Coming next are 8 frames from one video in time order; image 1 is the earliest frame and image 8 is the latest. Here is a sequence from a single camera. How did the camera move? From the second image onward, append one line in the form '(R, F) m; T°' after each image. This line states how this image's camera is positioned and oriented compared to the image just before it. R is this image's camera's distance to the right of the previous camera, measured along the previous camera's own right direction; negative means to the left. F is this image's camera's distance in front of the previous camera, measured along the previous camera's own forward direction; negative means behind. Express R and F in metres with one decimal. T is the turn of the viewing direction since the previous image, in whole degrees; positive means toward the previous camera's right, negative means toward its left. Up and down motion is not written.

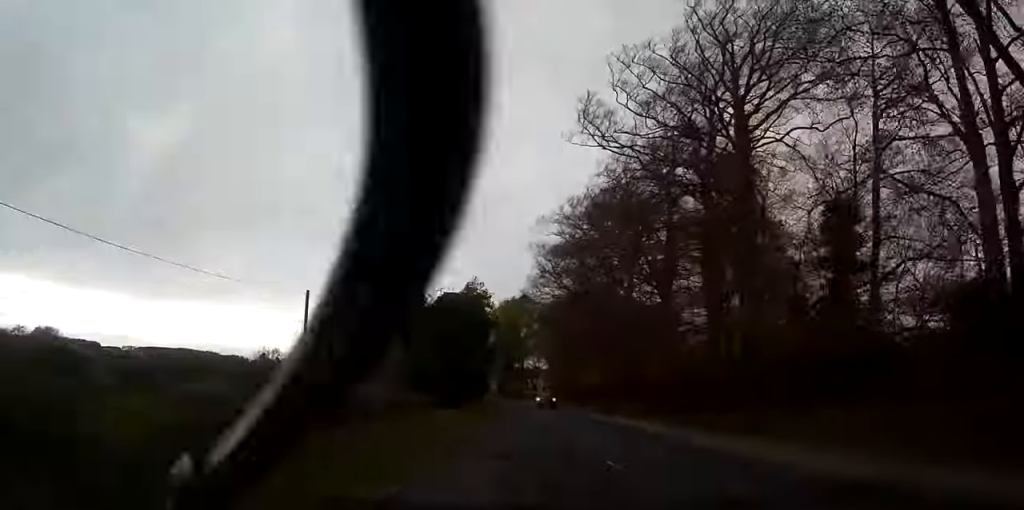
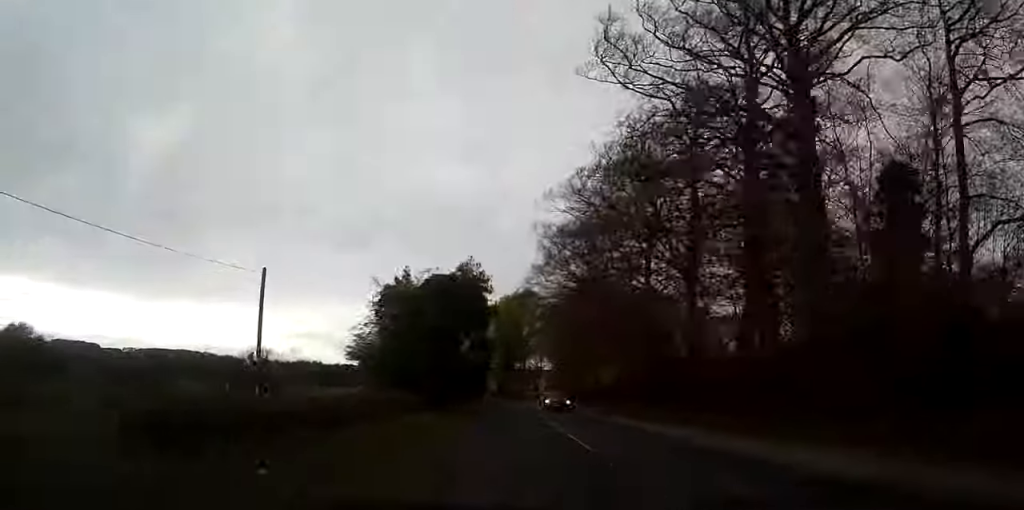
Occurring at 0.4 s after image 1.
(0.0, +6.9) m; 0°
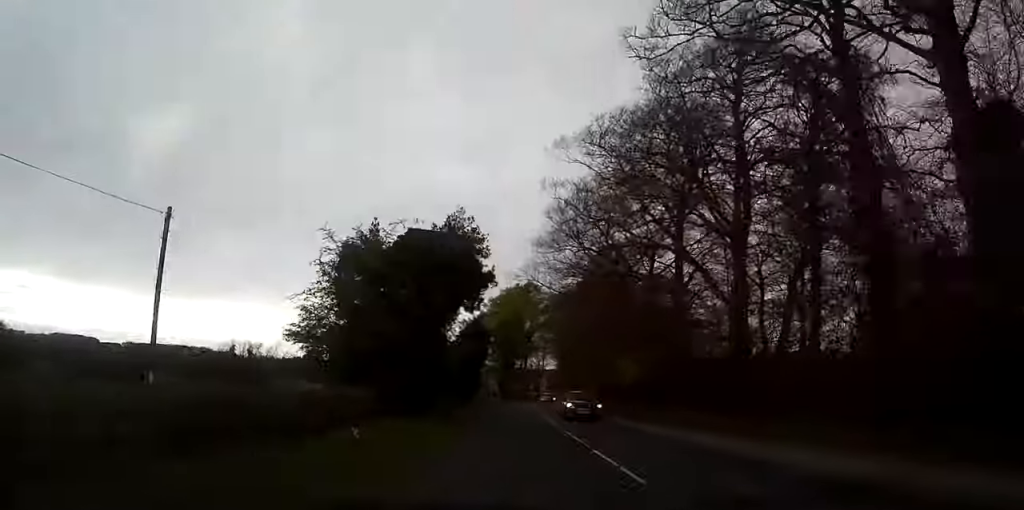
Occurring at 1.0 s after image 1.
(0.0, +9.3) m; 0°
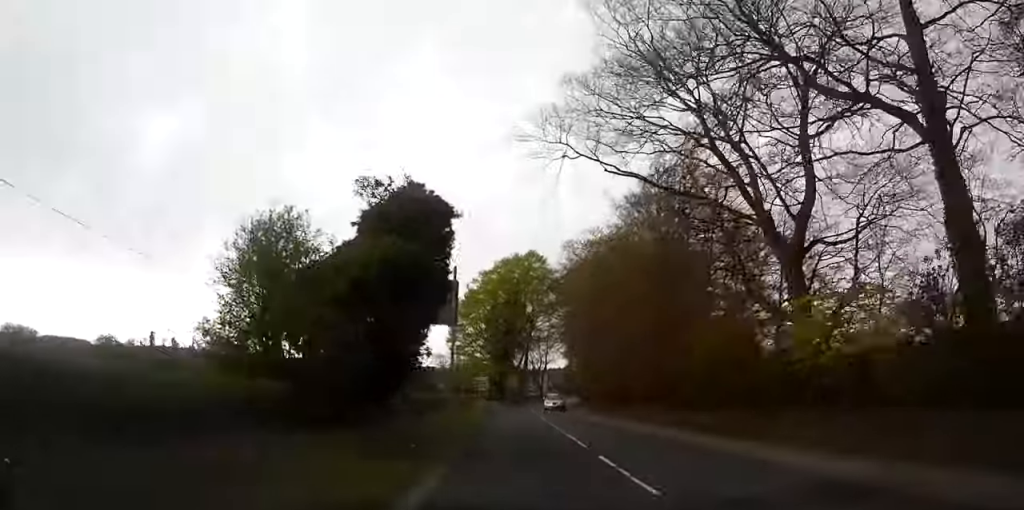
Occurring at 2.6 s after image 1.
(+0.1, +27.8) m; 0°
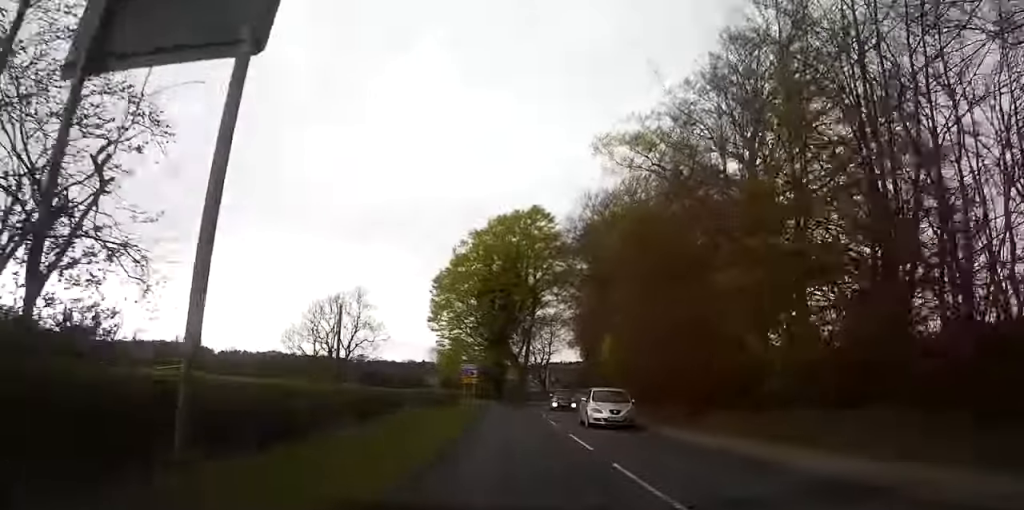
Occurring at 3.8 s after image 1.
(-0.1, +19.4) m; 0°
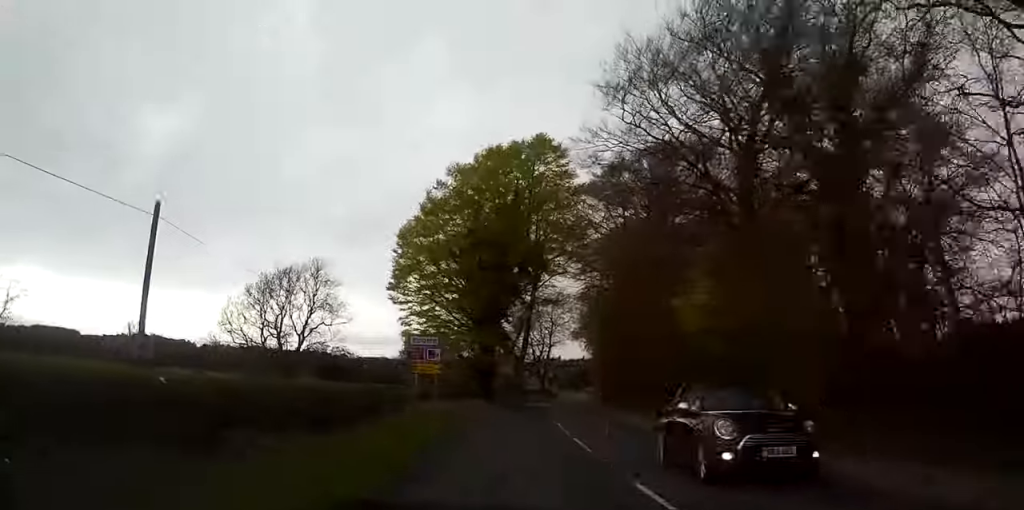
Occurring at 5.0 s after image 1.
(0.0, +20.8) m; 0°
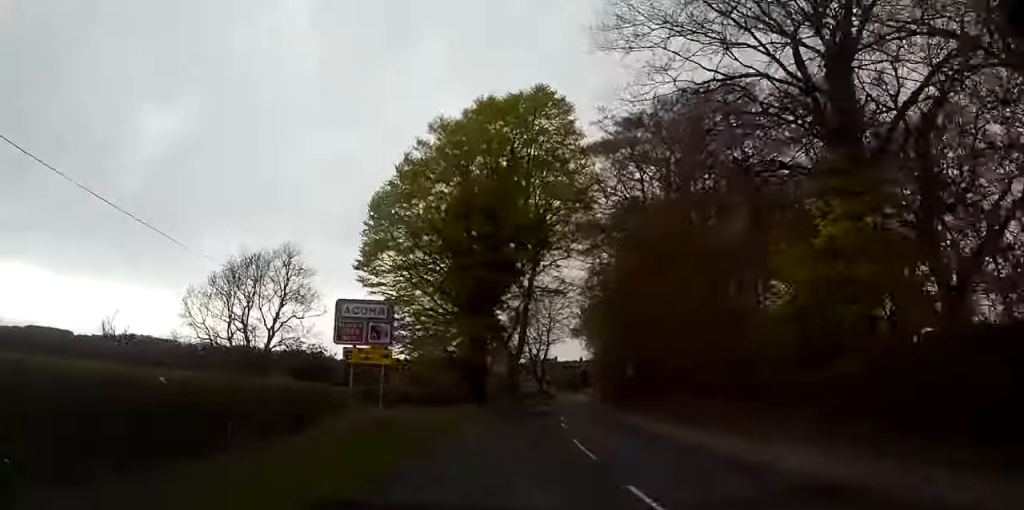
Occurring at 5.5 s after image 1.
(0.0, +9.2) m; 0°
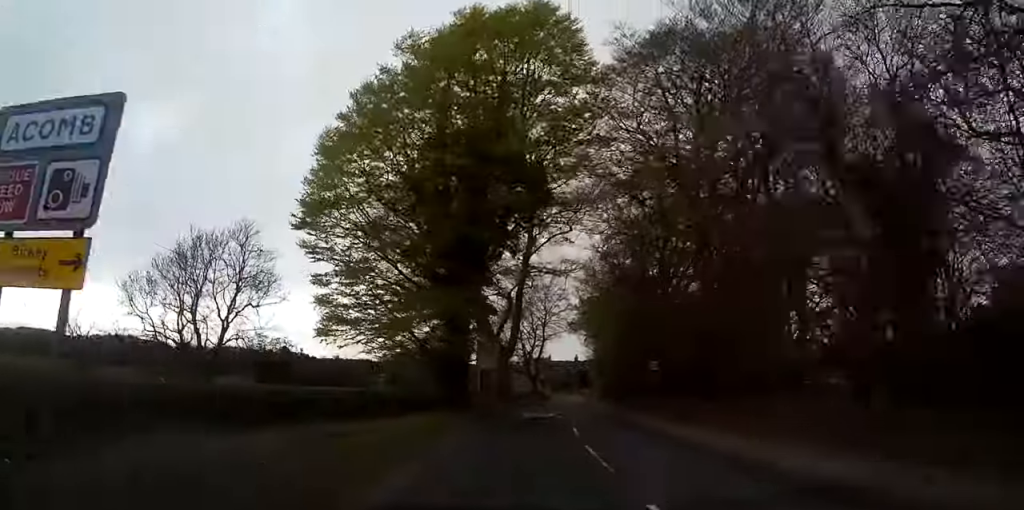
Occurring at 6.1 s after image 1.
(0.0, +10.7) m; +1°
